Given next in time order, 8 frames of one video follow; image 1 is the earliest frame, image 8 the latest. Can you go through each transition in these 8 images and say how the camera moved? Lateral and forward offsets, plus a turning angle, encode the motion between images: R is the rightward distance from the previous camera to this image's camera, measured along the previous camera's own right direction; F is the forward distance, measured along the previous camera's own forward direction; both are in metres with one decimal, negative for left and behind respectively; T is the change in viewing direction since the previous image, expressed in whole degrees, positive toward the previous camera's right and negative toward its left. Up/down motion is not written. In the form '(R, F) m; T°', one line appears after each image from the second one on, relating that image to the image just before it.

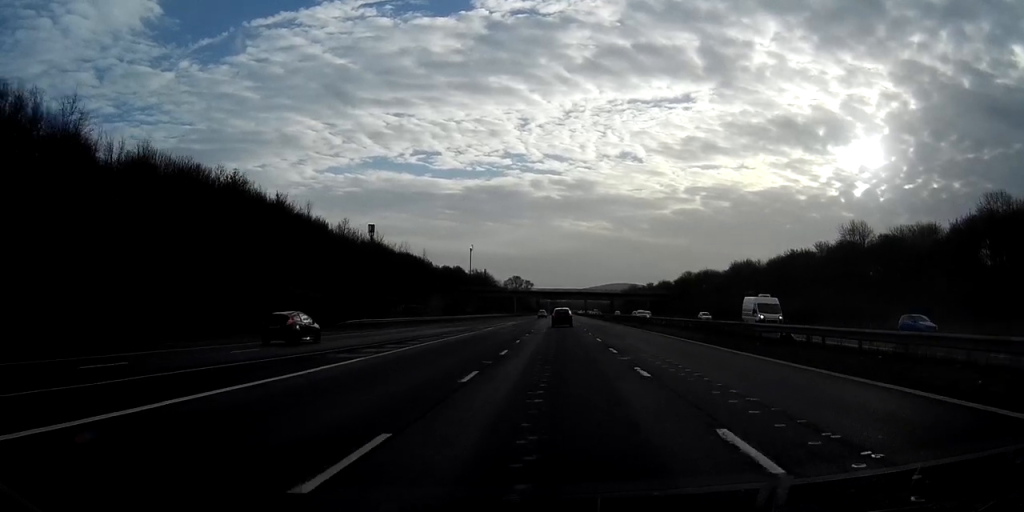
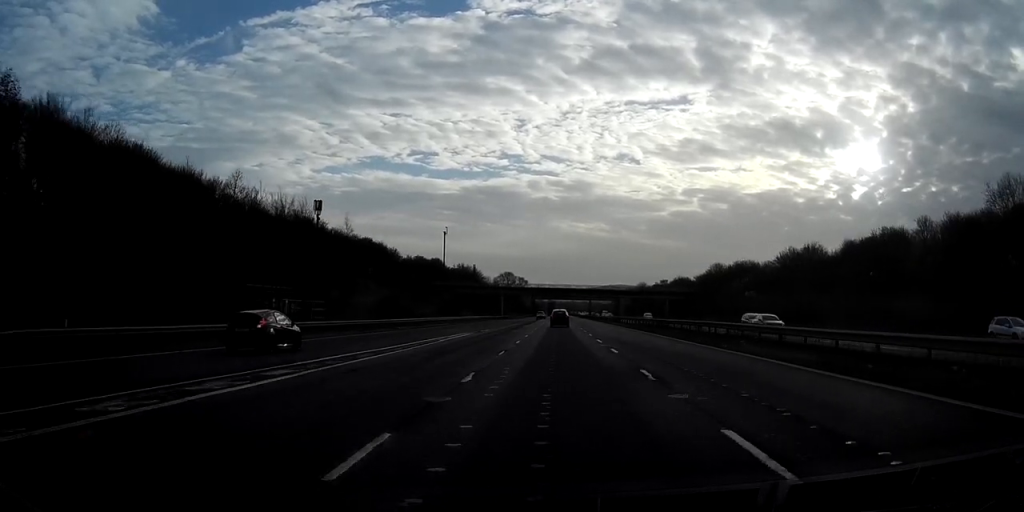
(+0.1, +43.7) m; 0°
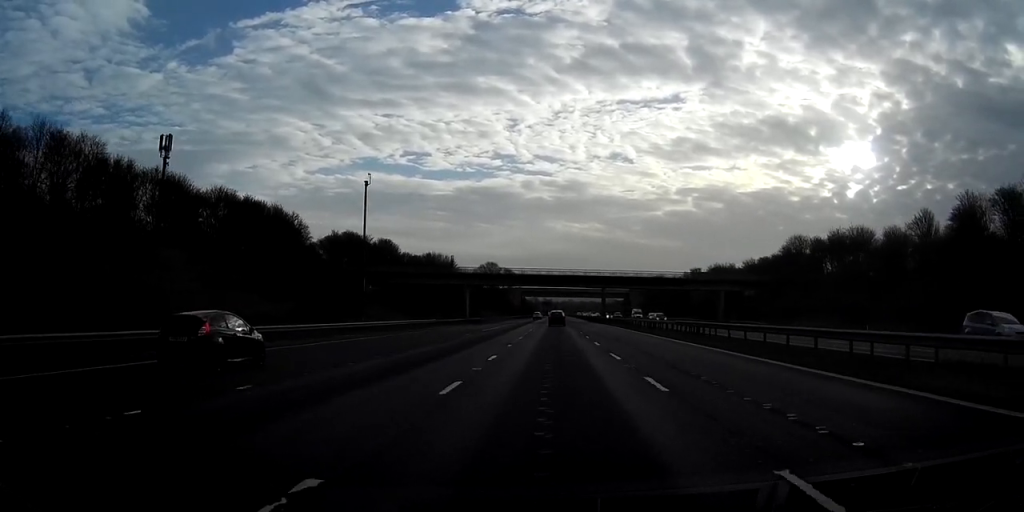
(-0.6, +63.4) m; 0°
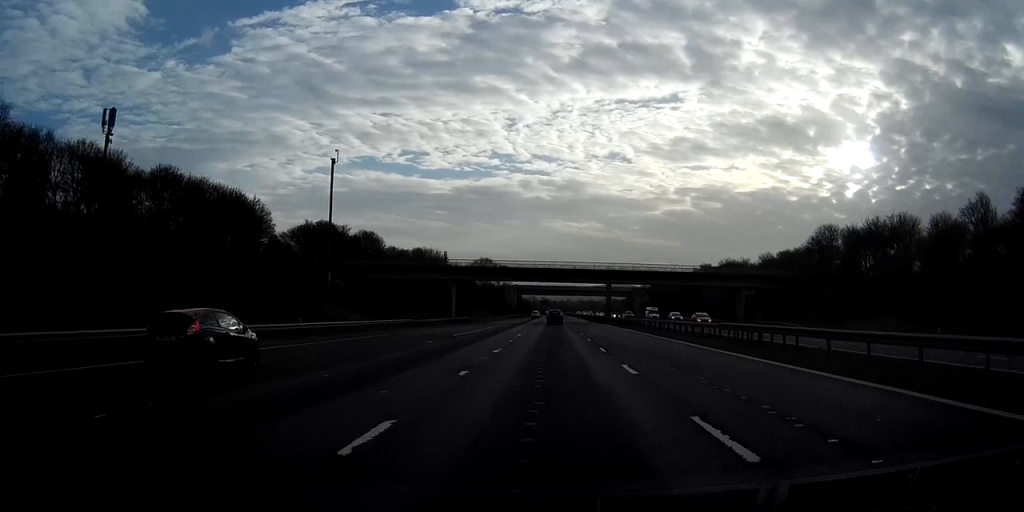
(0.0, +14.2) m; 0°
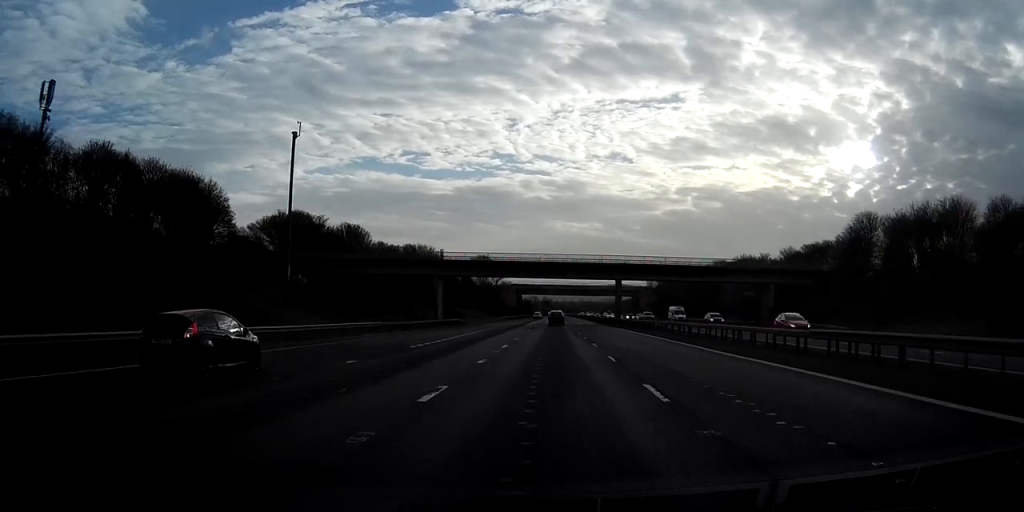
(+0.2, +13.3) m; 0°
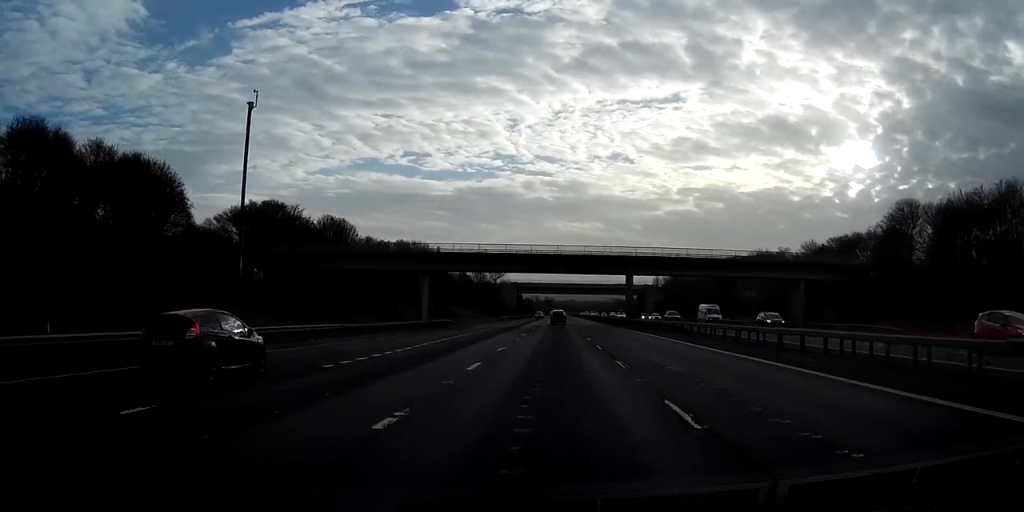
(+0.1, +11.4) m; 0°
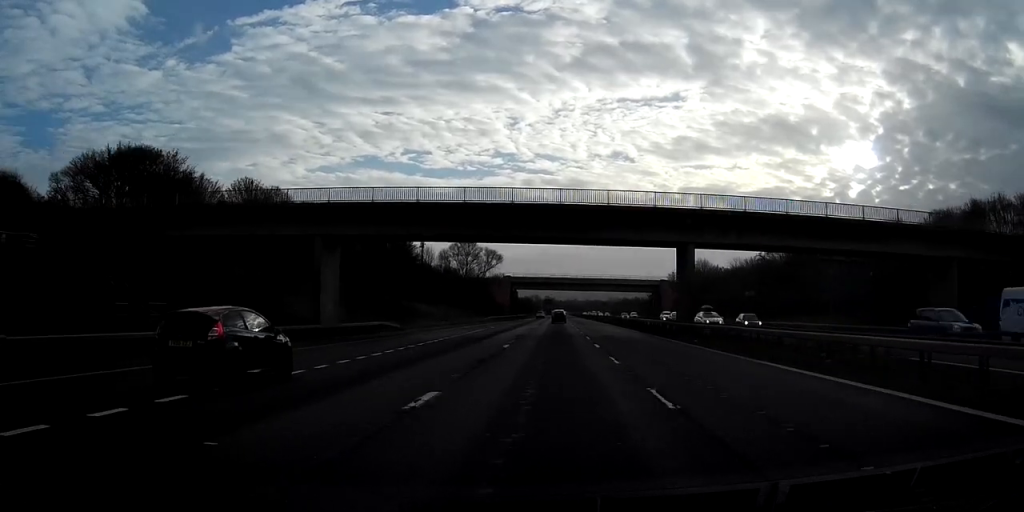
(-0.1, +33.4) m; 0°
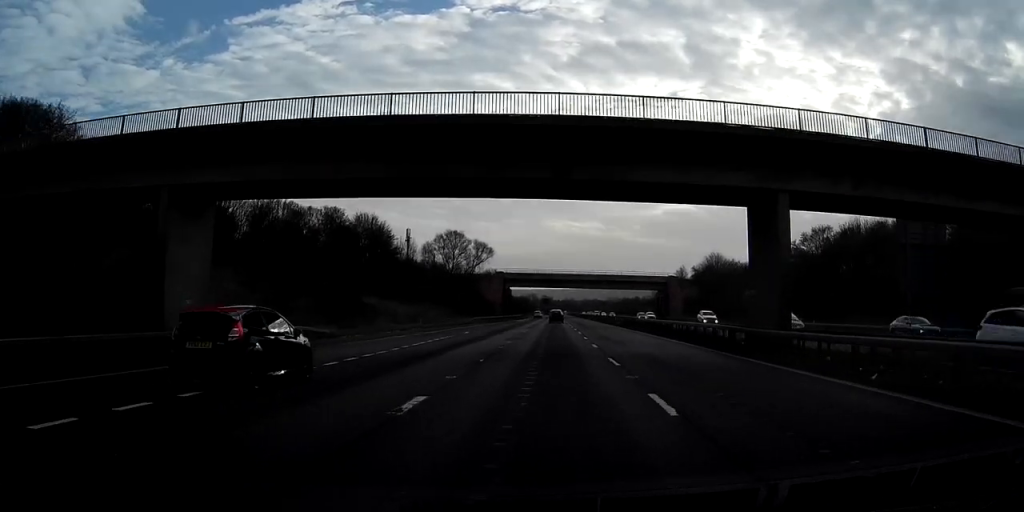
(0.0, +18.3) m; 0°
